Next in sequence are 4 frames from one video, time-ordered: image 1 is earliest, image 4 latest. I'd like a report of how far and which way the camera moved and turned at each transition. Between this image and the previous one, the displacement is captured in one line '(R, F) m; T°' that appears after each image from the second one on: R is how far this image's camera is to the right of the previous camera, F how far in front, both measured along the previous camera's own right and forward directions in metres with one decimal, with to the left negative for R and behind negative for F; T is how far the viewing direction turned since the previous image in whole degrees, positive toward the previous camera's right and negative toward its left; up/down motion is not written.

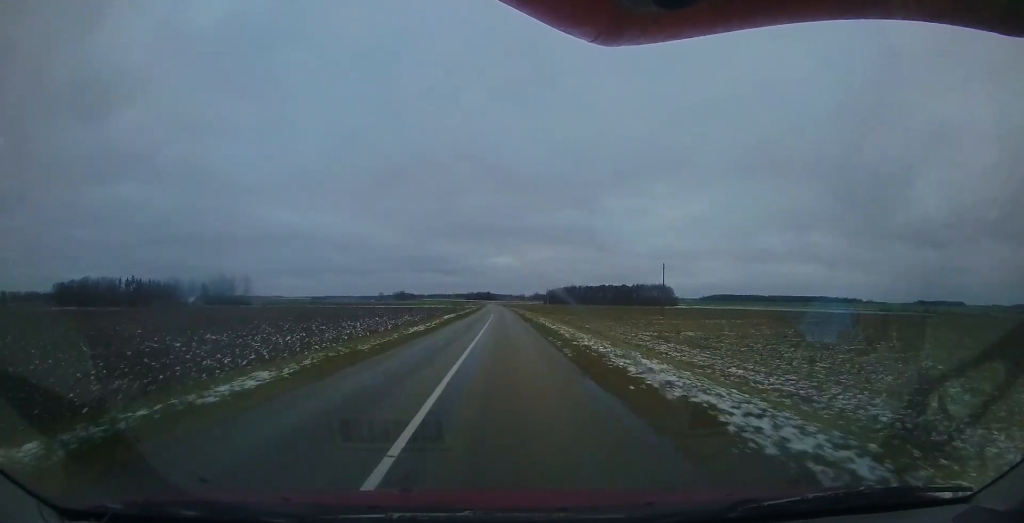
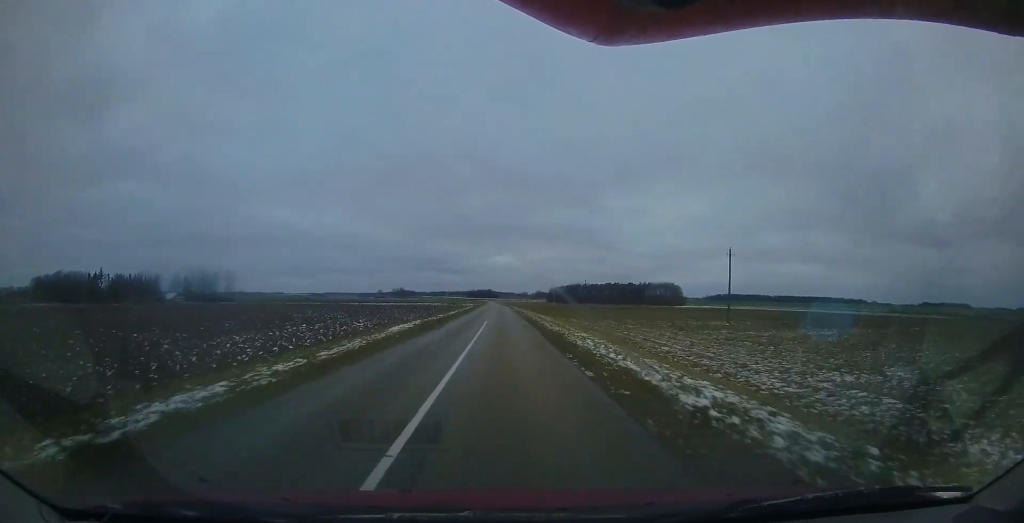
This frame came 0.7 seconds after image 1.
(+0.4, +17.8) m; 0°
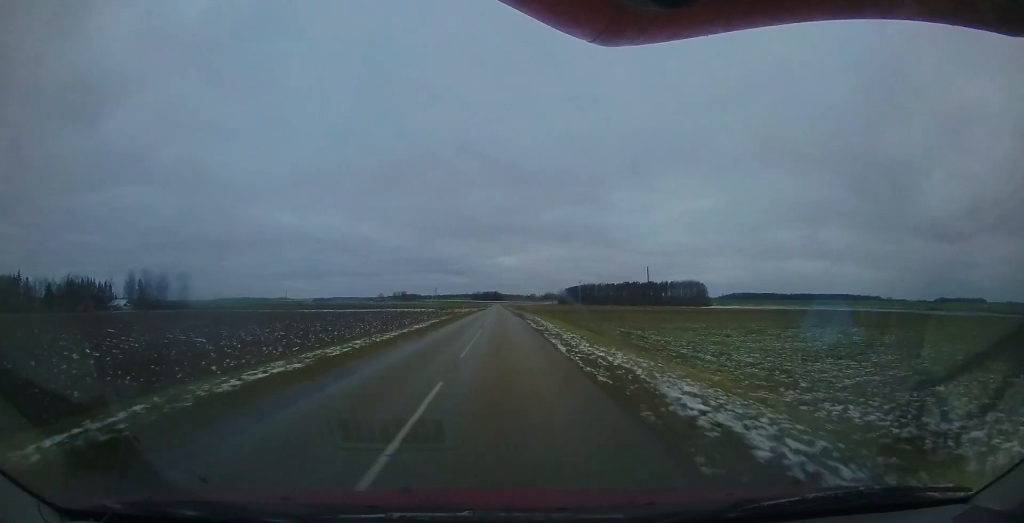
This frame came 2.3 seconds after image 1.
(-0.2, +42.0) m; 0°
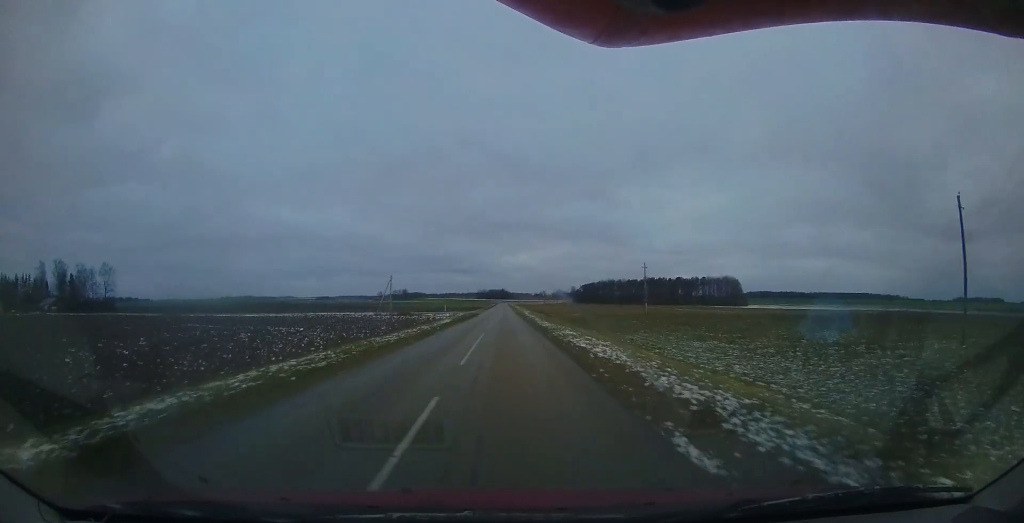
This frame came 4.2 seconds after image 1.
(-0.8, +49.5) m; -2°
